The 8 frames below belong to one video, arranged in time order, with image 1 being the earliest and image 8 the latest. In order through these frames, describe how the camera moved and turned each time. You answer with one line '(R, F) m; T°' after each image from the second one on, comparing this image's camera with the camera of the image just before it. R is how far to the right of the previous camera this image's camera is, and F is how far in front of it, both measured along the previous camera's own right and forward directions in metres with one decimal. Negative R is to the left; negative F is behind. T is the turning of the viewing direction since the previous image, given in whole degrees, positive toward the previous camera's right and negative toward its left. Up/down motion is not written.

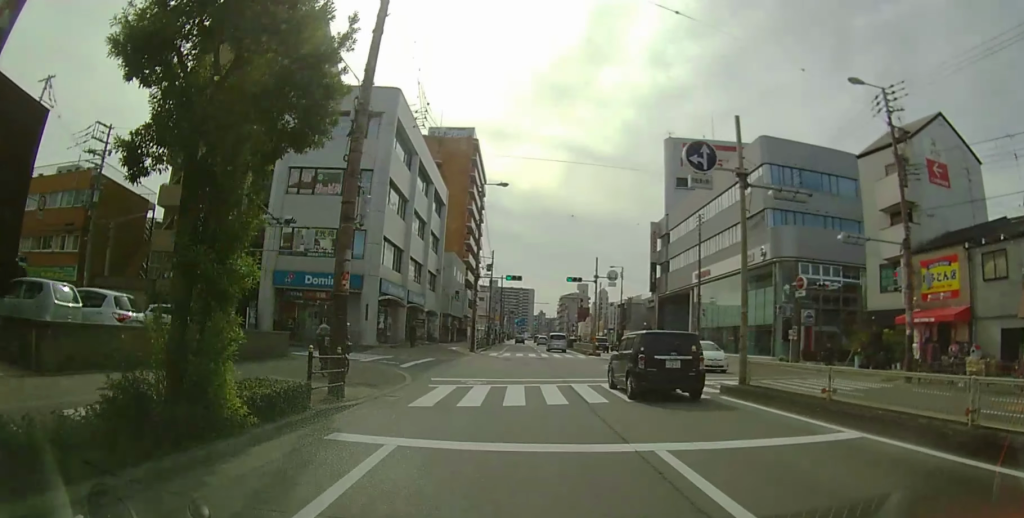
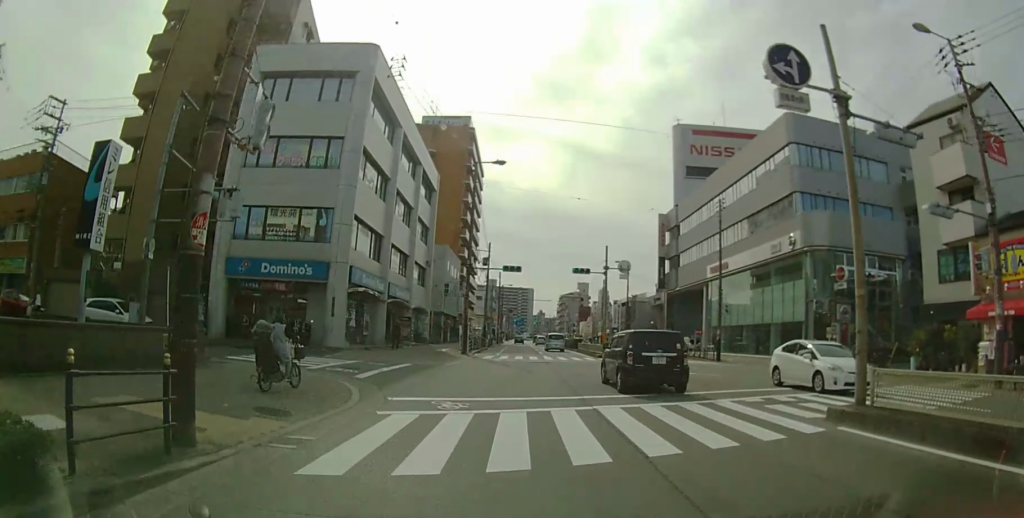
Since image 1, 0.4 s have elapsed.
(0.0, +5.3) m; 0°
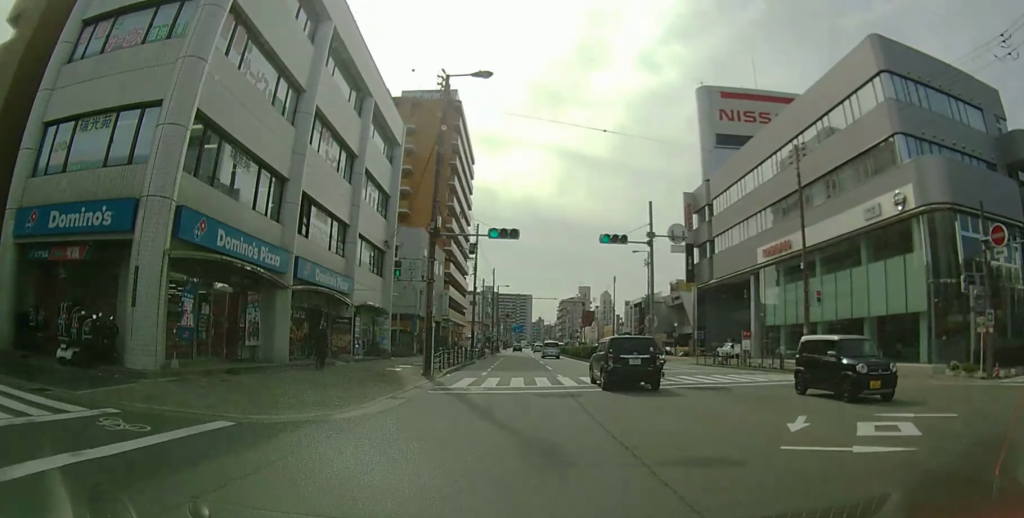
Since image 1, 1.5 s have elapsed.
(0.0, +13.8) m; 0°
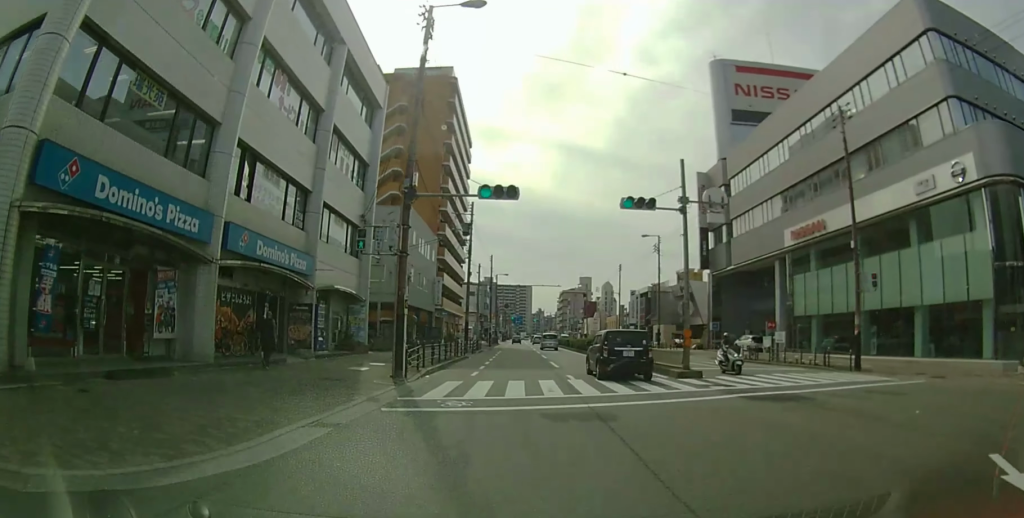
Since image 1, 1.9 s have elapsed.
(0.0, +5.1) m; 0°
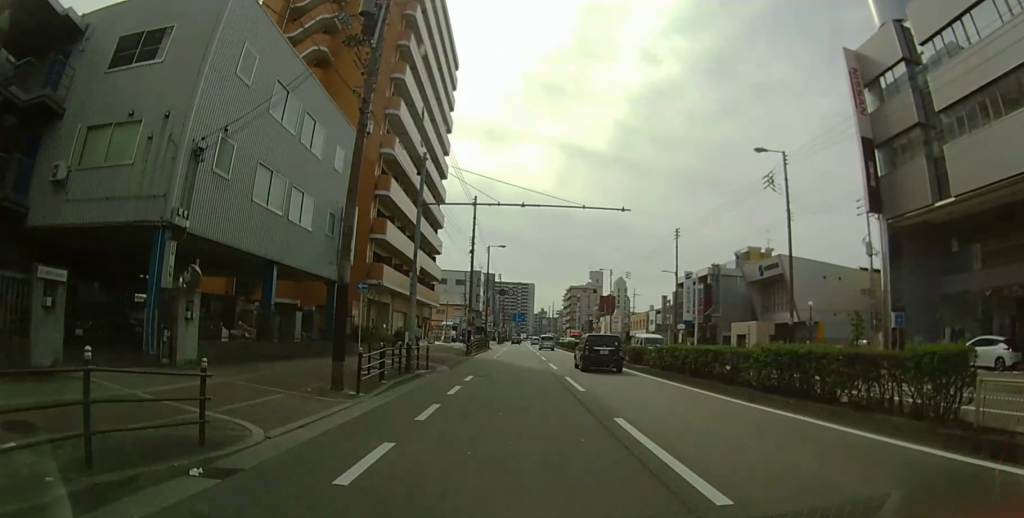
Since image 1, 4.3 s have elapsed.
(0.0, +30.0) m; 0°
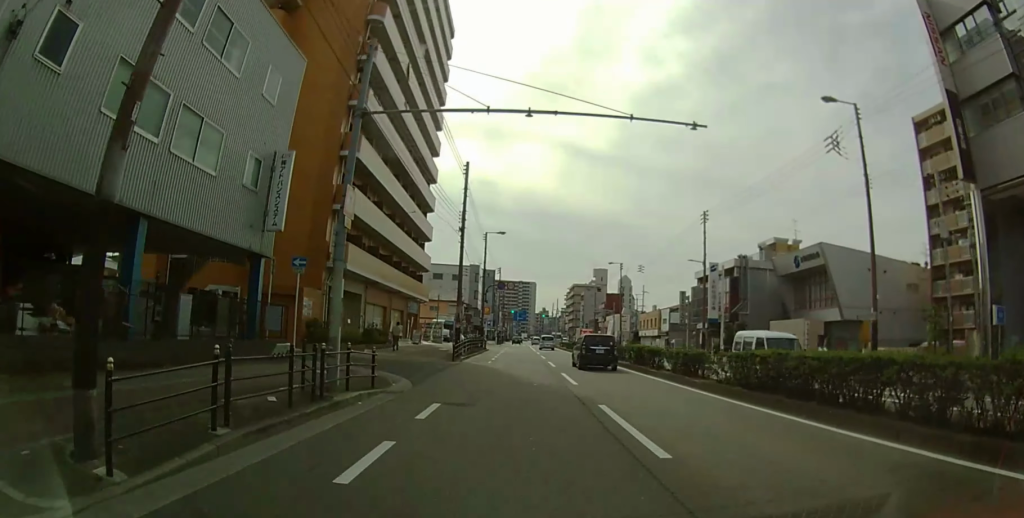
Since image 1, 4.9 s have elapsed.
(0.0, +8.1) m; 0°
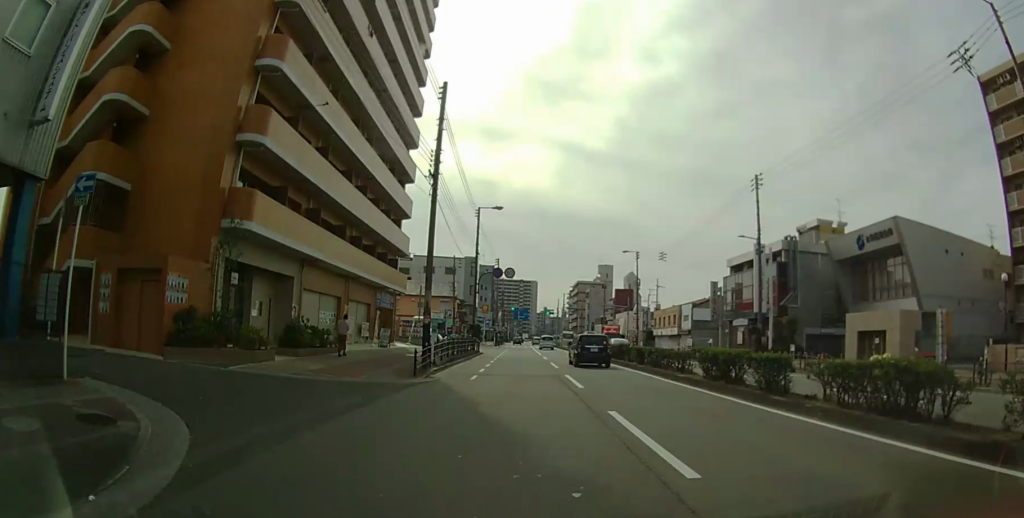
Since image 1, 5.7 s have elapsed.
(0.0, +10.6) m; 0°
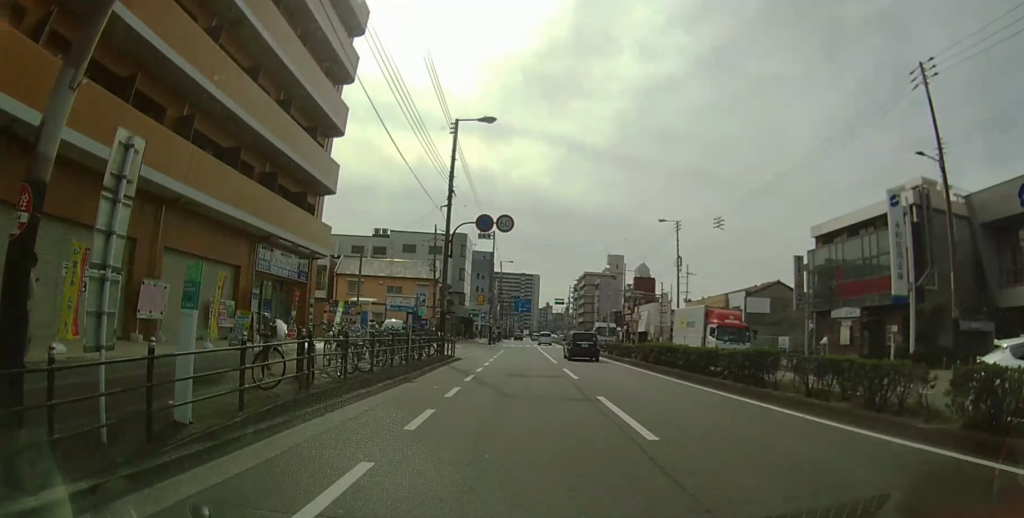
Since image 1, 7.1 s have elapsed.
(0.0, +18.1) m; 0°
